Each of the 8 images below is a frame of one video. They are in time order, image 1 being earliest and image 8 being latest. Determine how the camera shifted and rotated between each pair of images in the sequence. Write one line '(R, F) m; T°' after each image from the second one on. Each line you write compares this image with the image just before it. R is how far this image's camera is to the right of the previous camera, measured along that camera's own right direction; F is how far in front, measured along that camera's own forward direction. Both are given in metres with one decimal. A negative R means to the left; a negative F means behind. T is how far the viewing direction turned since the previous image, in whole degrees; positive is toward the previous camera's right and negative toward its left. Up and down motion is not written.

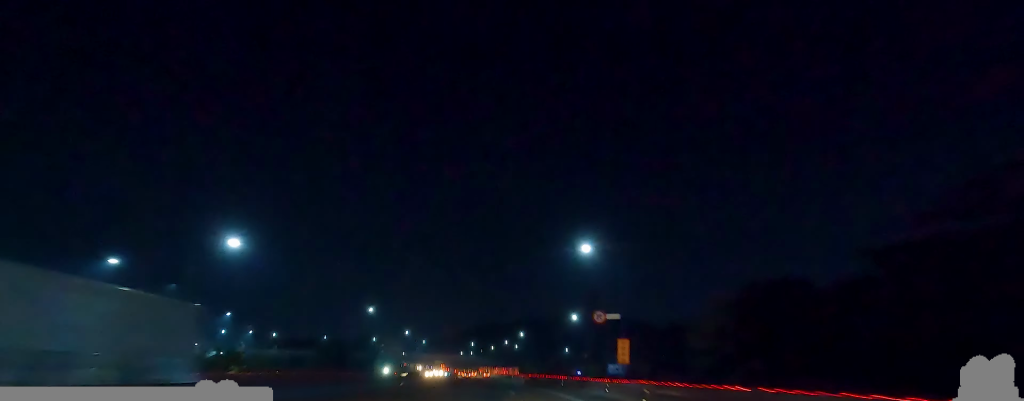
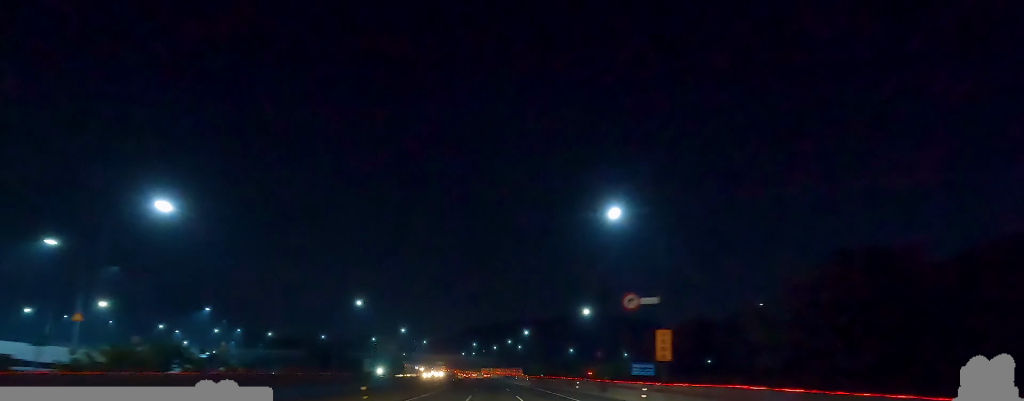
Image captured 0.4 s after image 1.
(+0.3, +10.2) m; 0°
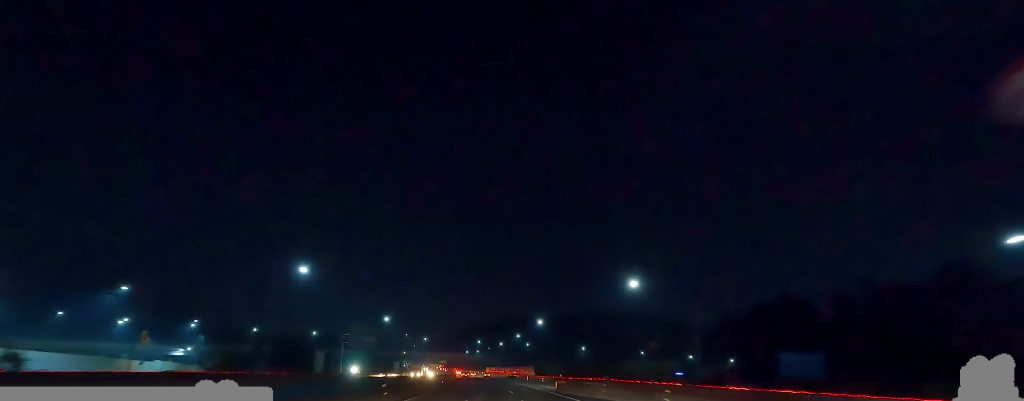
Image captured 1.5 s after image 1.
(-0.6, +26.7) m; -2°
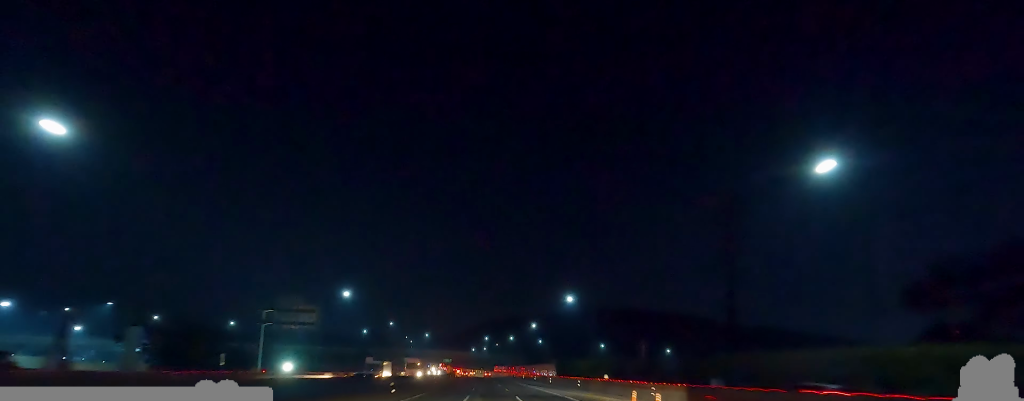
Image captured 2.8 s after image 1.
(-0.2, +33.8) m; -1°
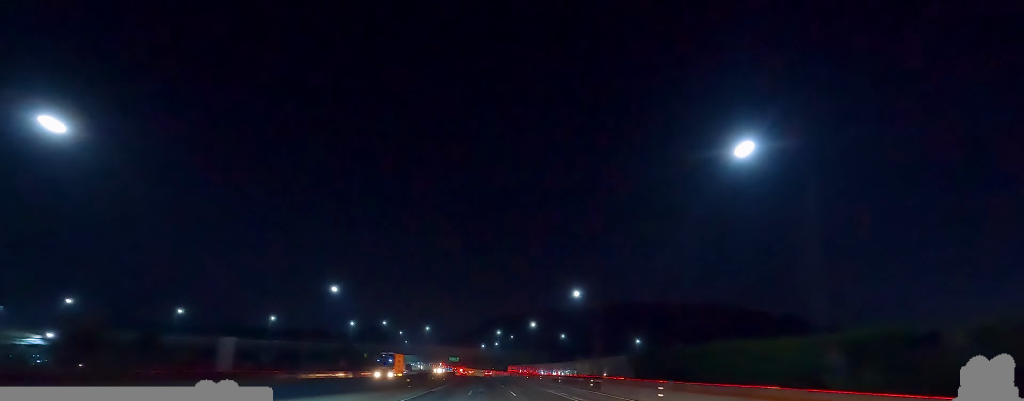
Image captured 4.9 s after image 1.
(-0.7, +51.7) m; -1°
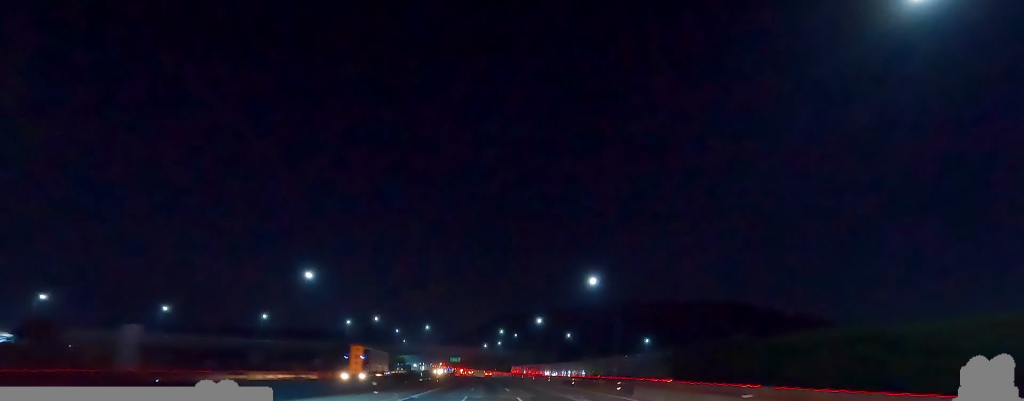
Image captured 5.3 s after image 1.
(+0.2, +10.9) m; 0°
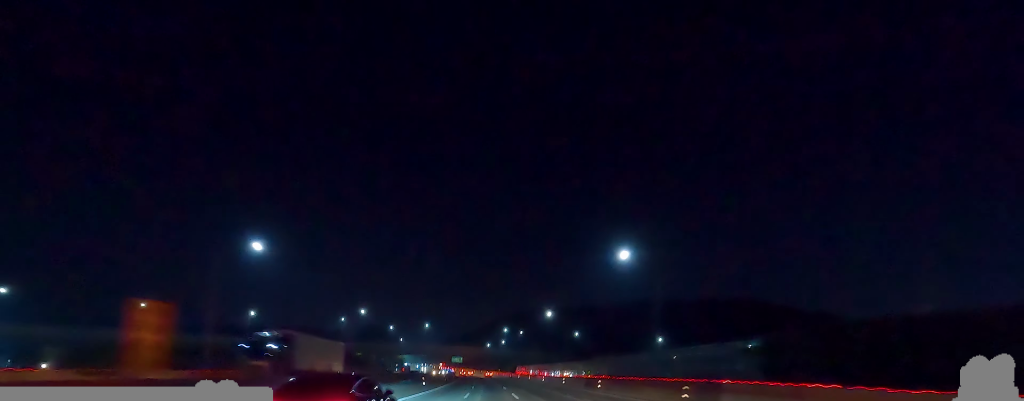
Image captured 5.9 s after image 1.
(0.0, +14.3) m; 0°
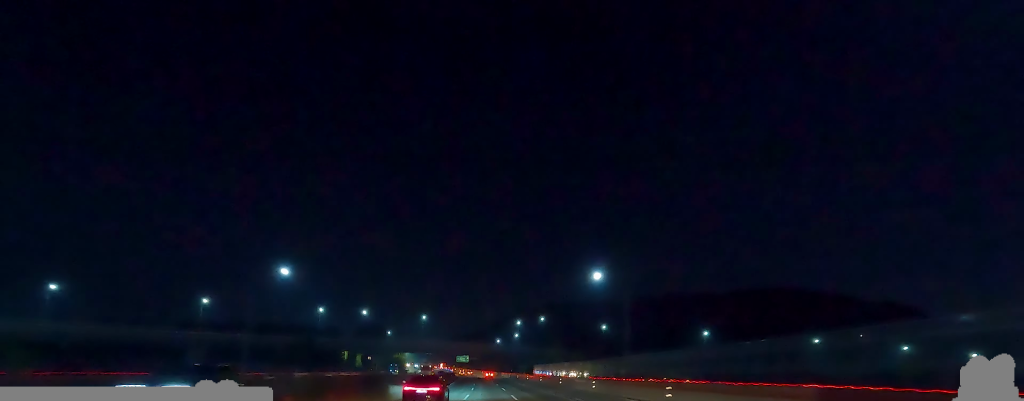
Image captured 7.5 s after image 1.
(-0.4, +39.9) m; -3°
